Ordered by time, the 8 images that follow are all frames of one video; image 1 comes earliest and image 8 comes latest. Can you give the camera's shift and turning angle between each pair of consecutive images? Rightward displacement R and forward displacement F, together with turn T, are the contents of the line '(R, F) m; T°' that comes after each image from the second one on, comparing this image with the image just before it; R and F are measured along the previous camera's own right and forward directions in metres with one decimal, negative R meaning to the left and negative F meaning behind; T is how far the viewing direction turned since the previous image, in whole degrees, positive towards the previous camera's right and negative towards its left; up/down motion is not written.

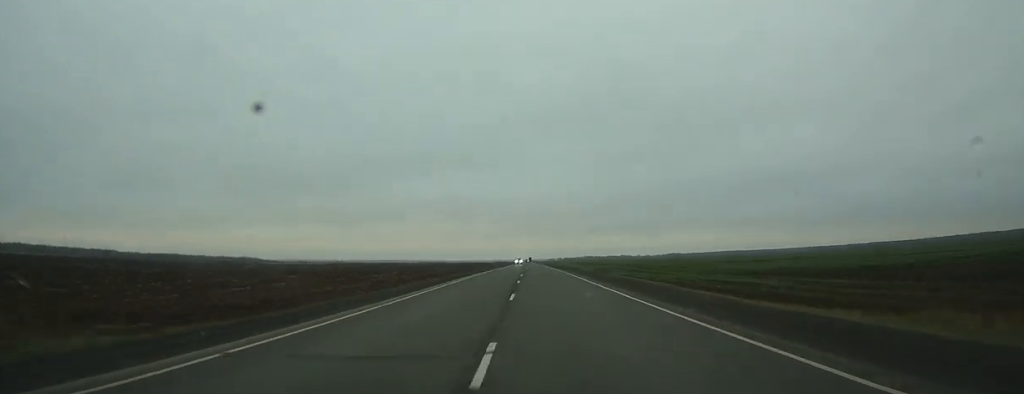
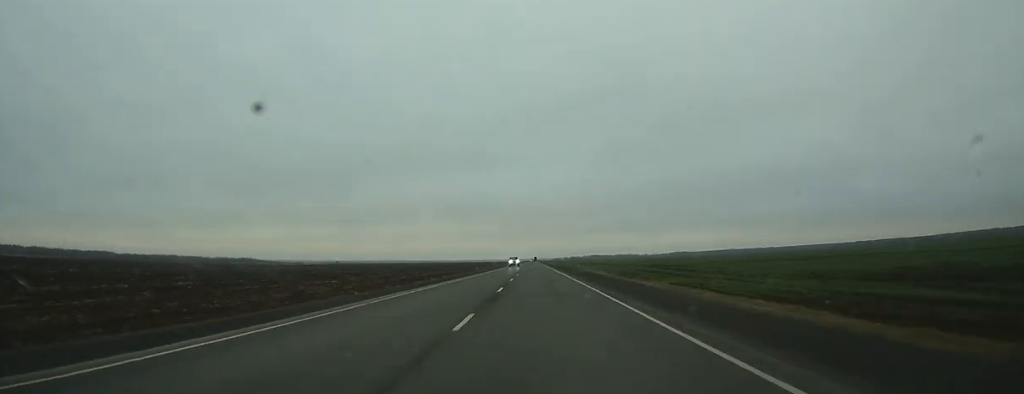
(+0.2, +31.3) m; 0°
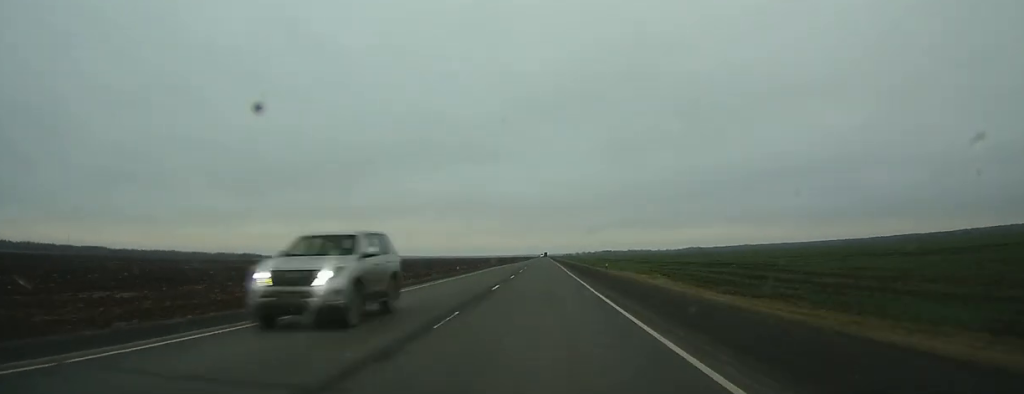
(-0.1, +47.7) m; 0°
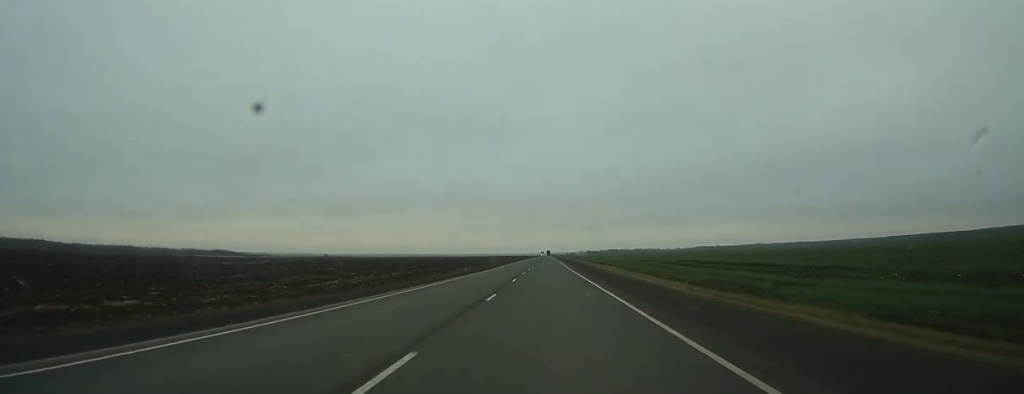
(-1.1, +163.1) m; 0°
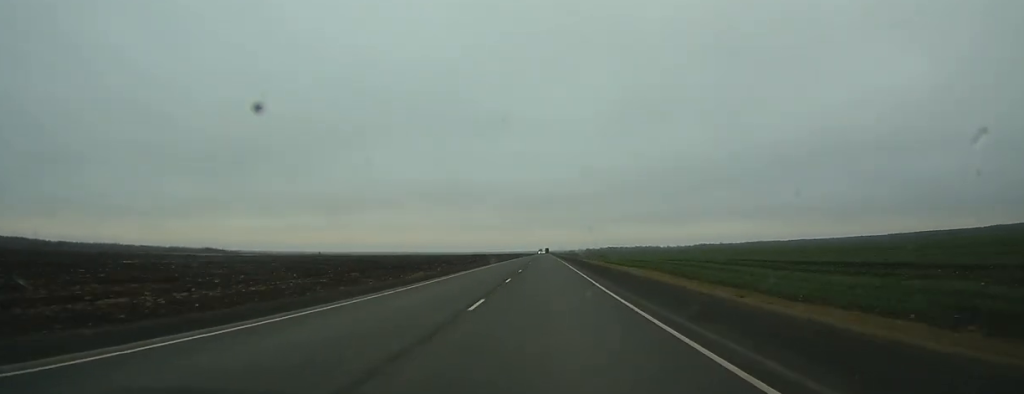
(0.0, +39.5) m; 0°
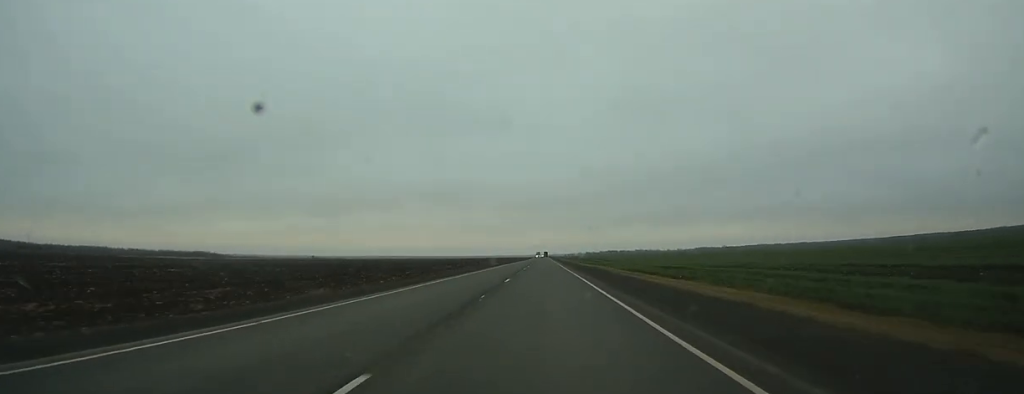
(0.0, +34.8) m; 0°
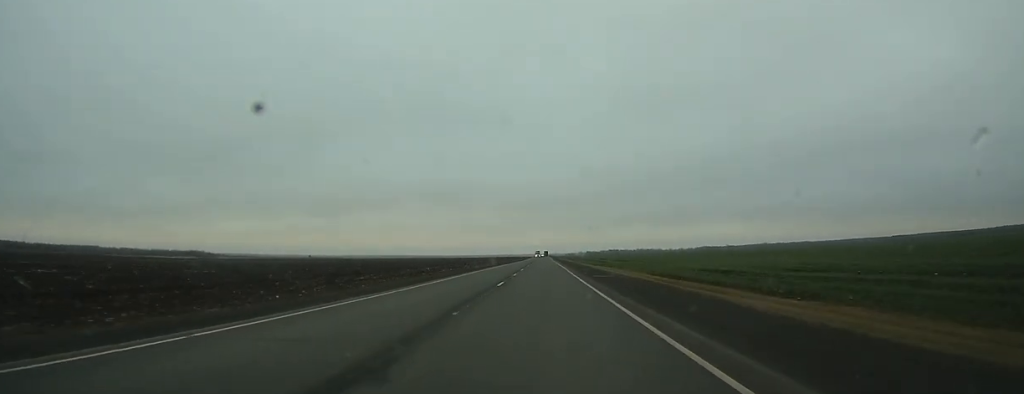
(+0.1, +27.4) m; 0°
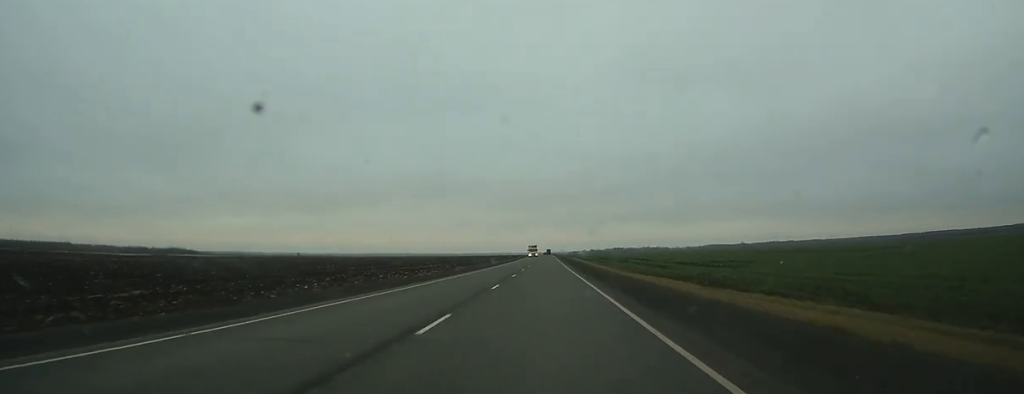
(+0.3, +89.1) m; 0°
